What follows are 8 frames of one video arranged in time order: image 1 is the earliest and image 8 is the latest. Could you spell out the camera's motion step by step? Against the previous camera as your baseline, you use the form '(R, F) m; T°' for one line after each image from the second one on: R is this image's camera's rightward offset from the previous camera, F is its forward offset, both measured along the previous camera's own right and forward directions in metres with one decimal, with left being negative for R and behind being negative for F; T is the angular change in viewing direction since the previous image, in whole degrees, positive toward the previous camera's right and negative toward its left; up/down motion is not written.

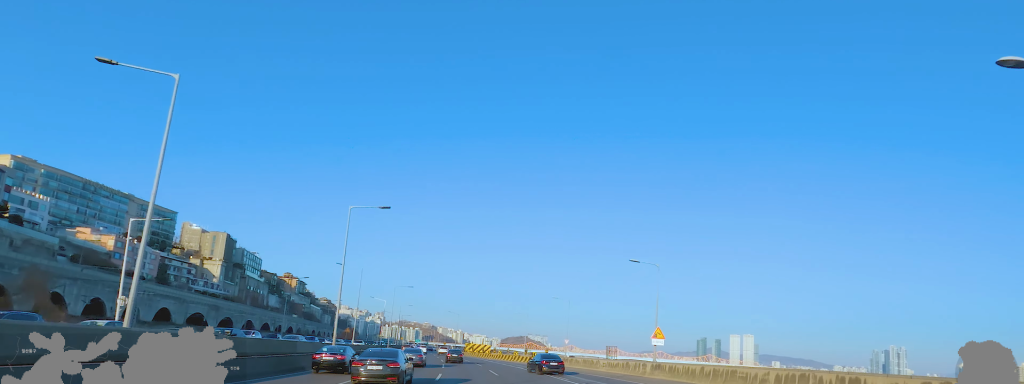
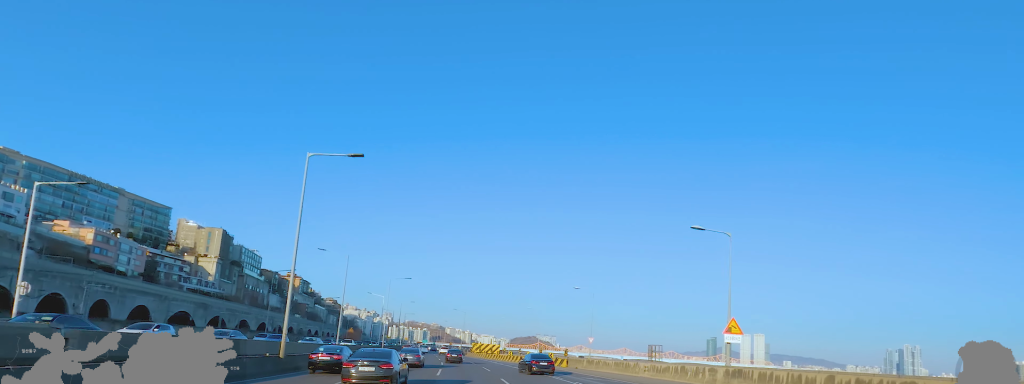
(0.0, +13.7) m; -2°
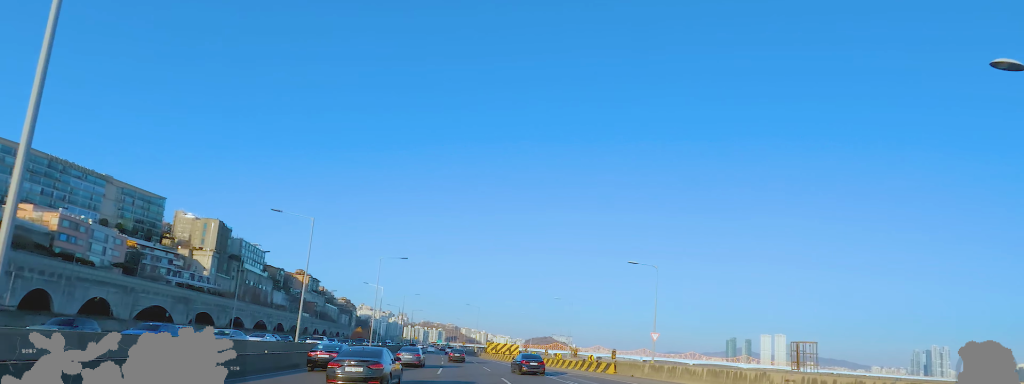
(-1.0, +21.2) m; -1°
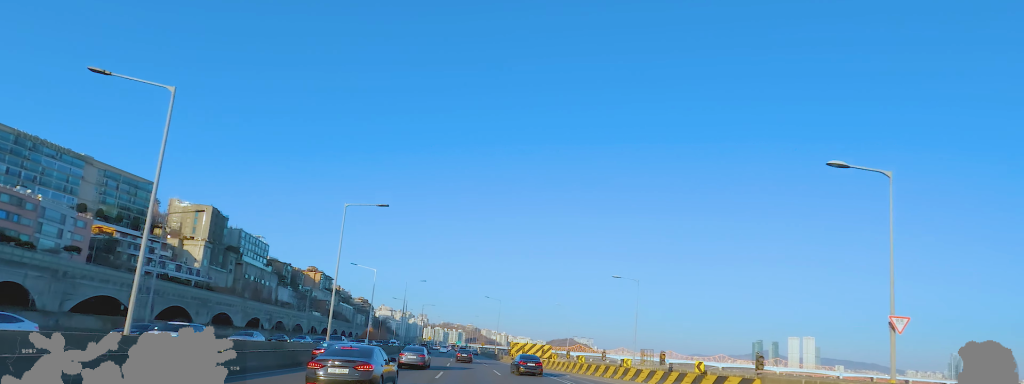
(+0.4, +25.0) m; 0°
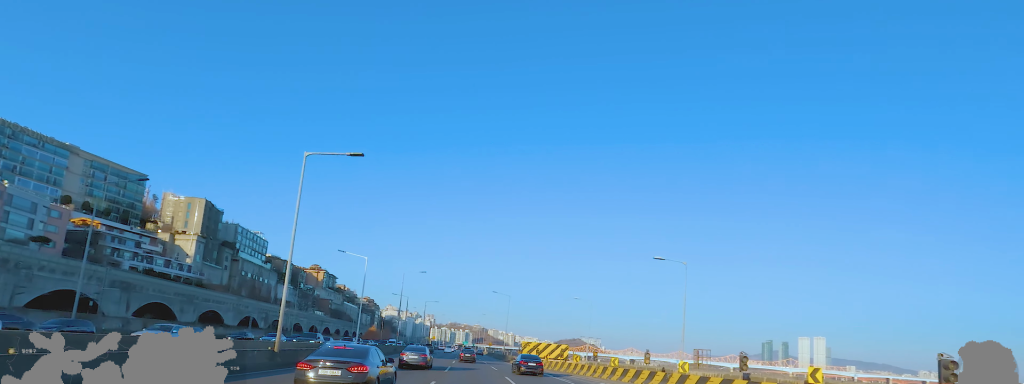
(-0.2, +10.0) m; -1°
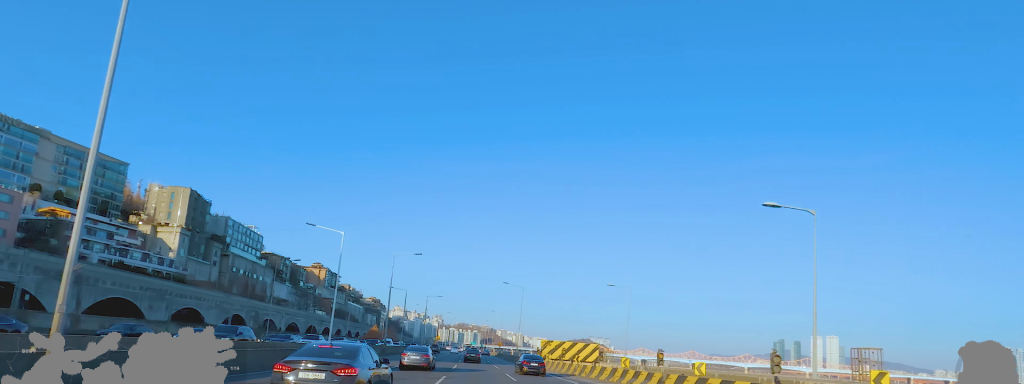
(-0.1, +14.0) m; -2°
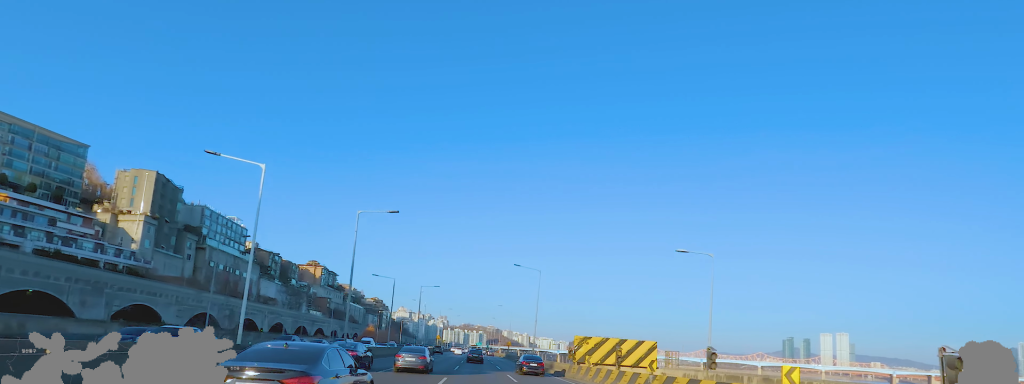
(-0.5, +16.8) m; -1°
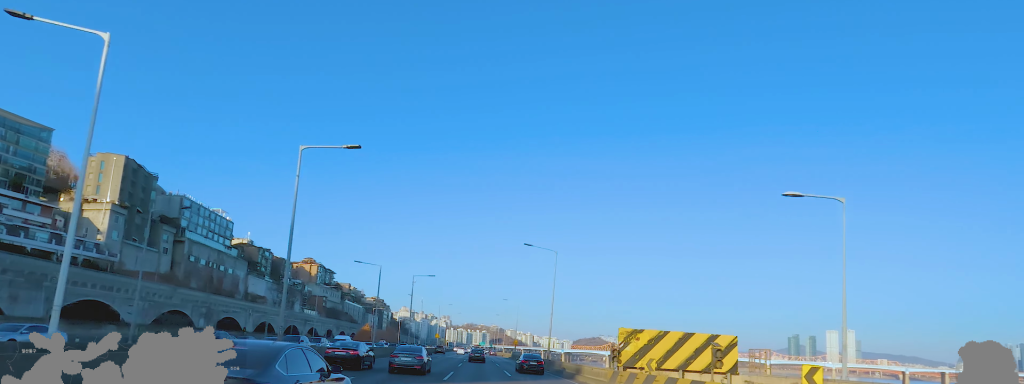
(+0.1, +11.0) m; +1°
